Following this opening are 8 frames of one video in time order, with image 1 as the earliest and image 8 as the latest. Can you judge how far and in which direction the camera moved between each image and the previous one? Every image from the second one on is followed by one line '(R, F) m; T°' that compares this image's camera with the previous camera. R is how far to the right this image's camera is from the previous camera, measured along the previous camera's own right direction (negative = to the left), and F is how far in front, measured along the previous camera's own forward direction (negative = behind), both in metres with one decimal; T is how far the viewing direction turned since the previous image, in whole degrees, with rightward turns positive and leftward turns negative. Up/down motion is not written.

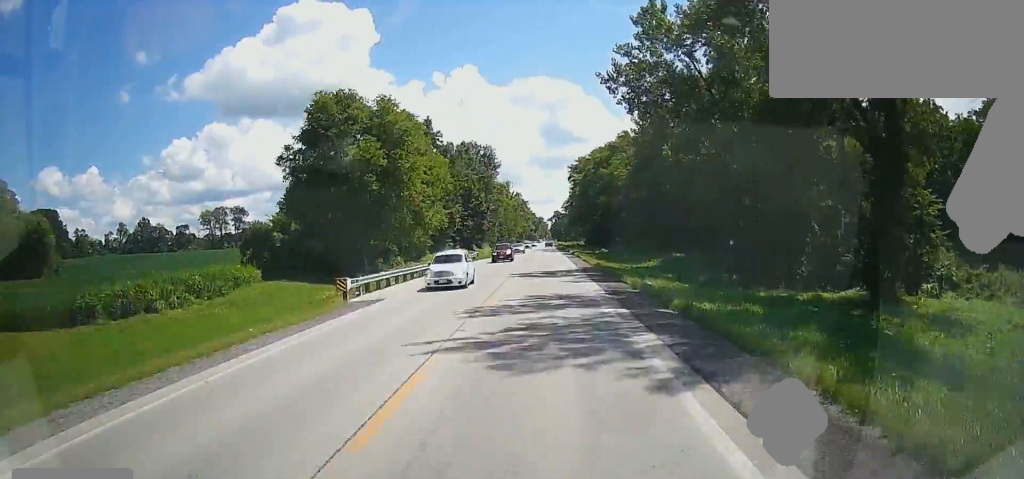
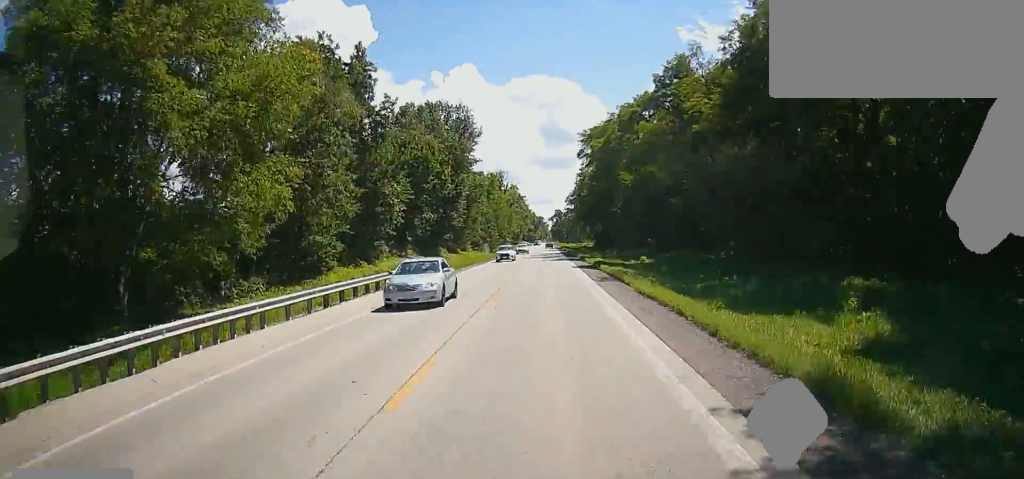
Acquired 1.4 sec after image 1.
(0.0, +37.0) m; 0°
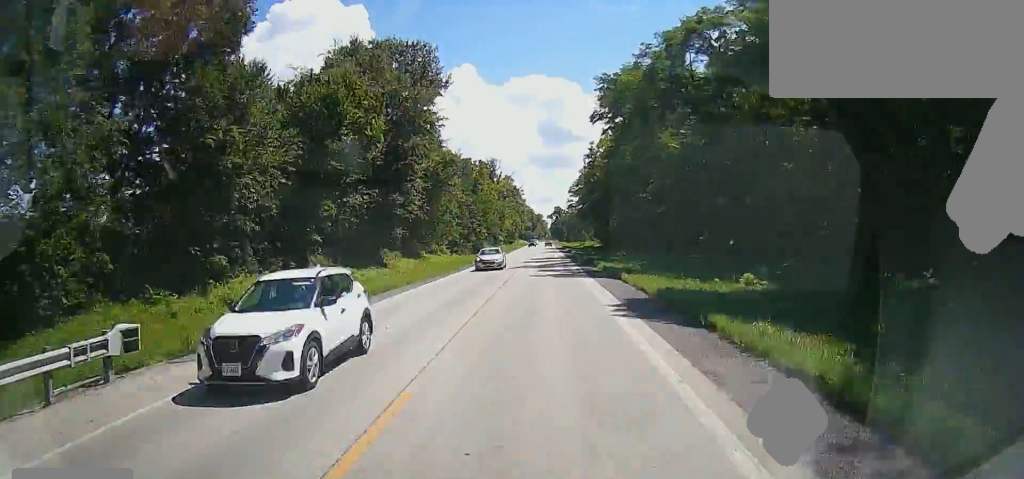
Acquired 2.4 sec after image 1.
(0.0, +28.4) m; 0°
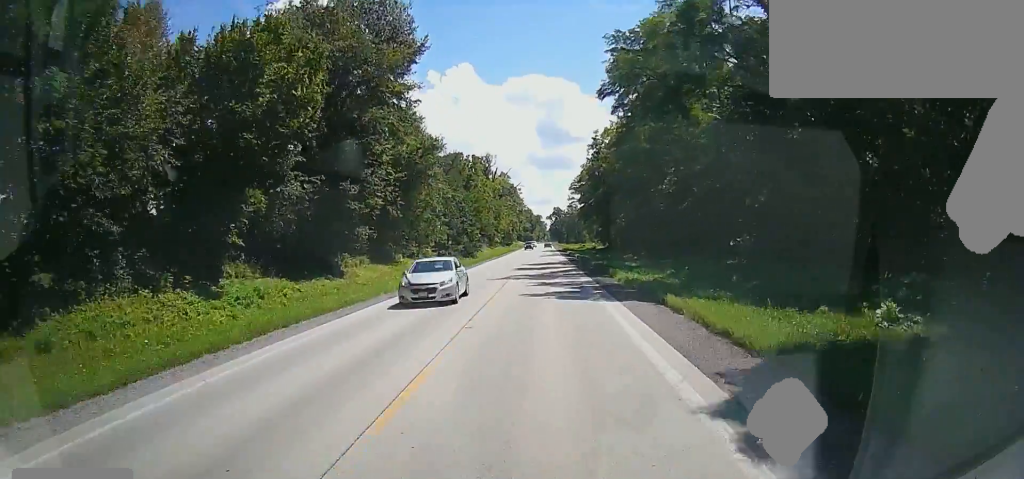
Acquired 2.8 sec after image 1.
(+0.1, +11.8) m; 0°
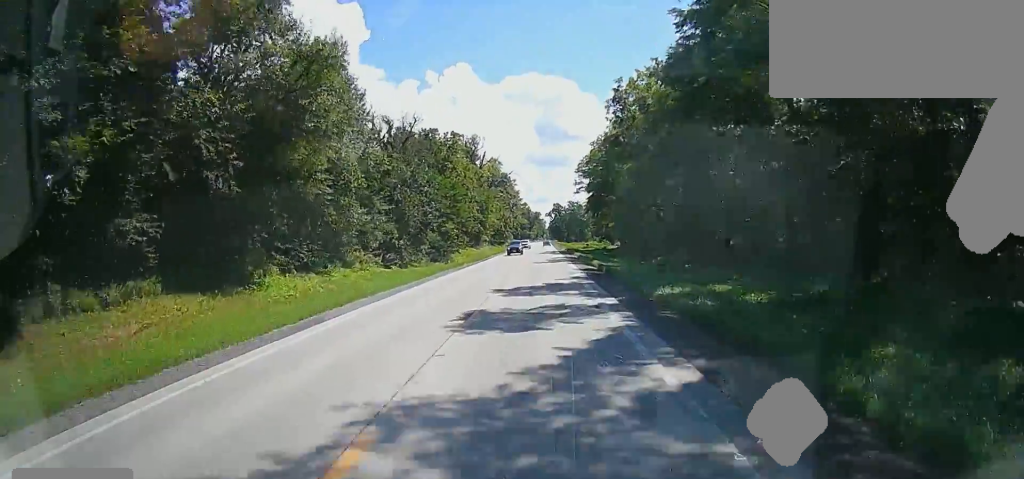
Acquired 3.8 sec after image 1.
(0.0, +30.7) m; 0°
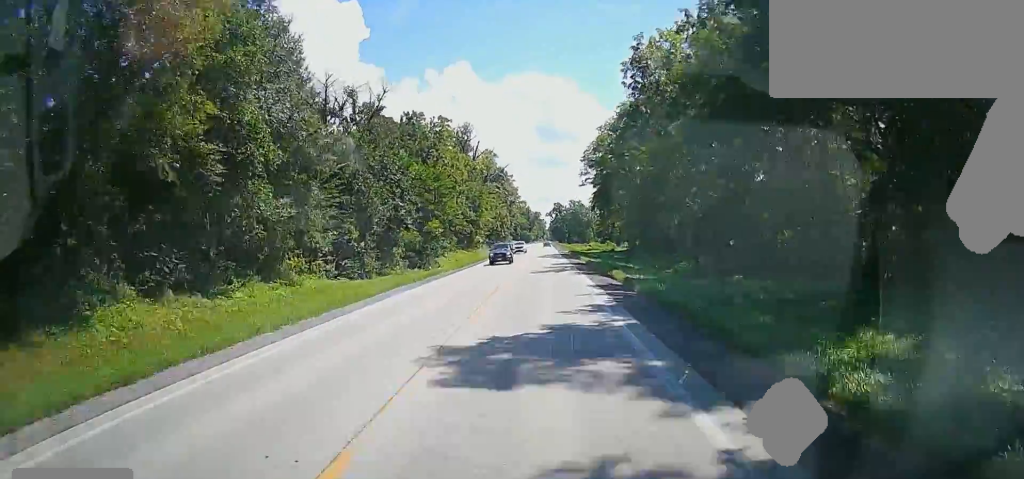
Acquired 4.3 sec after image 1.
(-0.1, +13.8) m; 0°
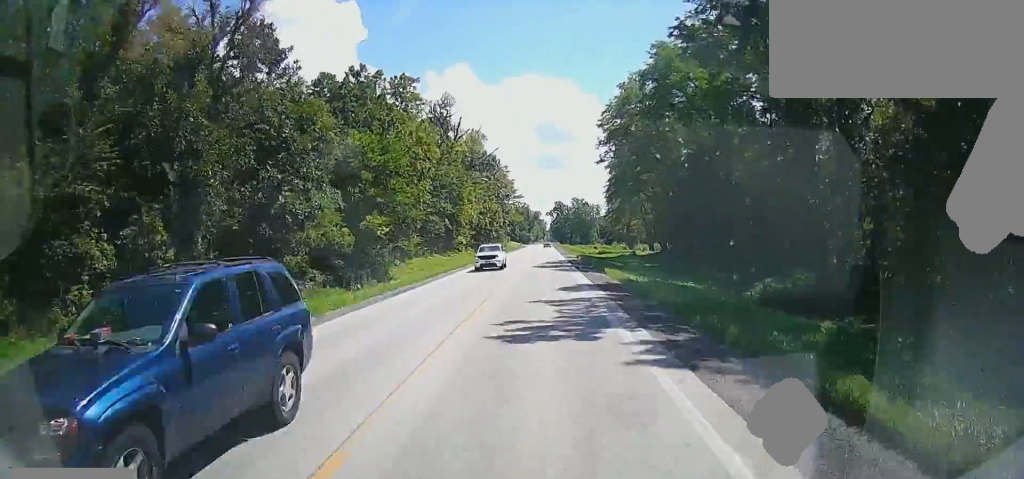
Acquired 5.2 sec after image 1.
(0.0, +22.7) m; 0°
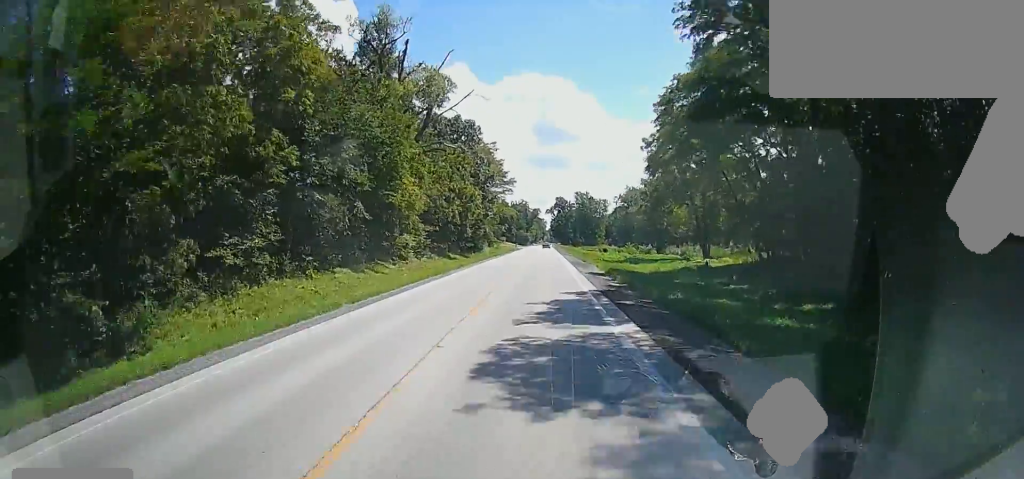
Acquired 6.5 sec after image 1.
(+0.1, +30.6) m; 0°
